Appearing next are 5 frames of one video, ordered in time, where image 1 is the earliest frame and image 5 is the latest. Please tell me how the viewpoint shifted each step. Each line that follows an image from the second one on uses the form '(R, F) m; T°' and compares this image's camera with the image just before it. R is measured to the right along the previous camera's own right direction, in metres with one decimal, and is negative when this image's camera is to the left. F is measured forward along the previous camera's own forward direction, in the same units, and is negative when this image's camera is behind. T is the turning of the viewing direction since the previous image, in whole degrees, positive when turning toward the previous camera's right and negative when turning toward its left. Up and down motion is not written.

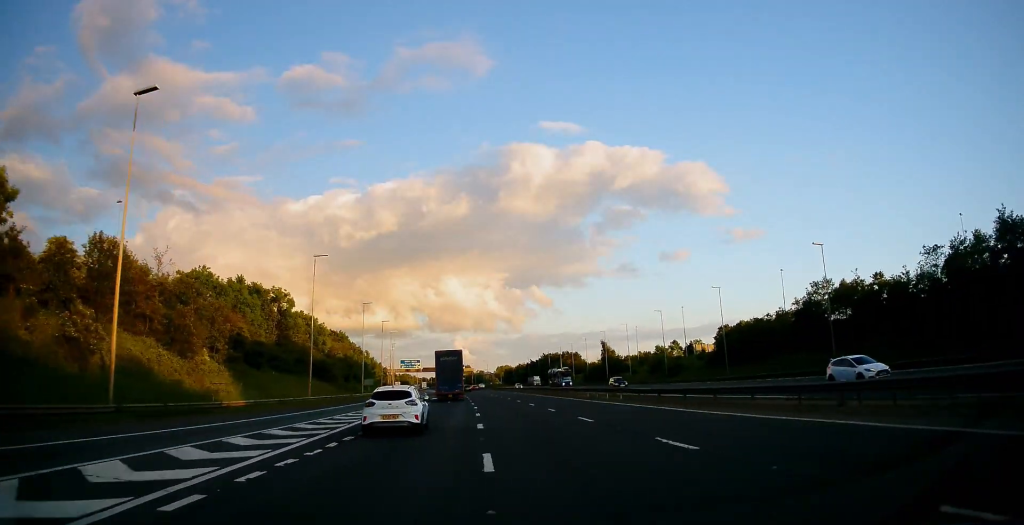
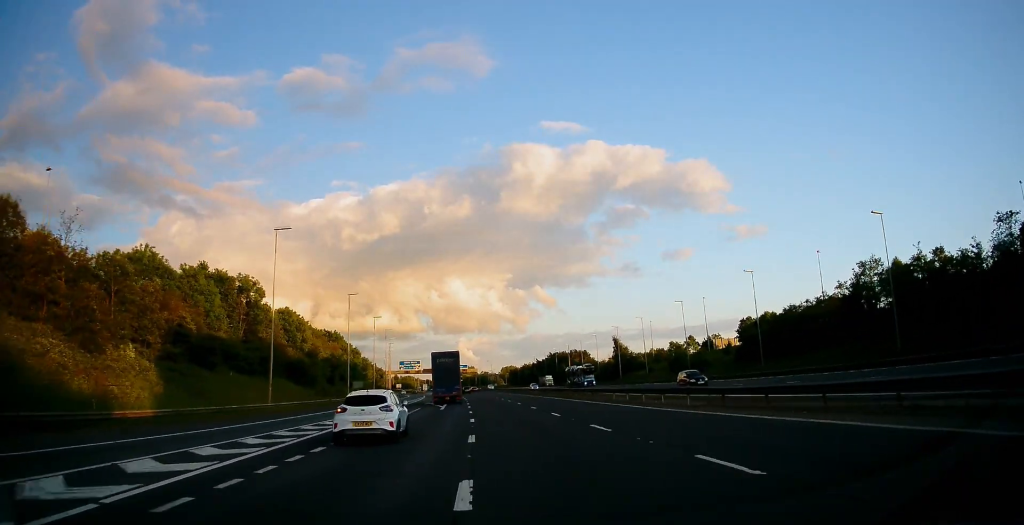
(-0.1, +12.4) m; 0°
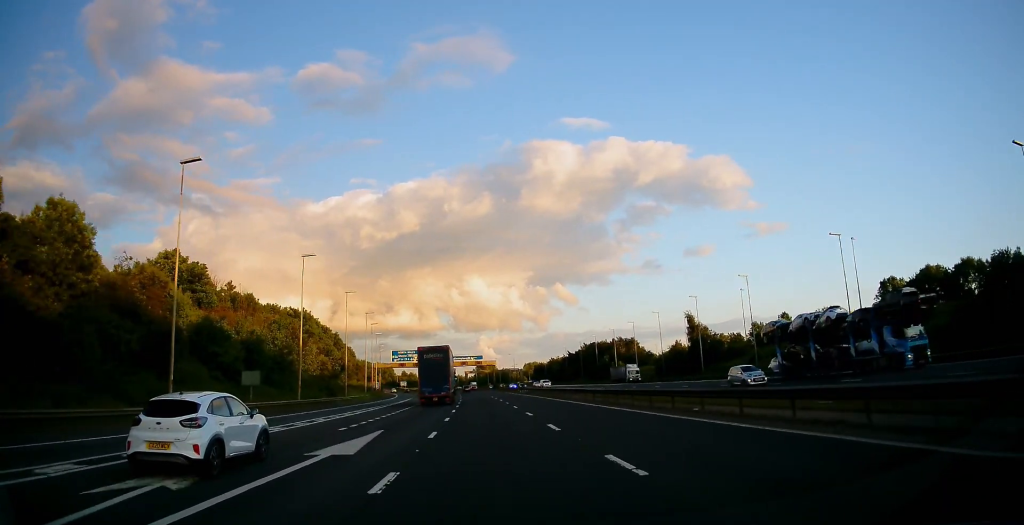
(-0.4, +52.3) m; -2°
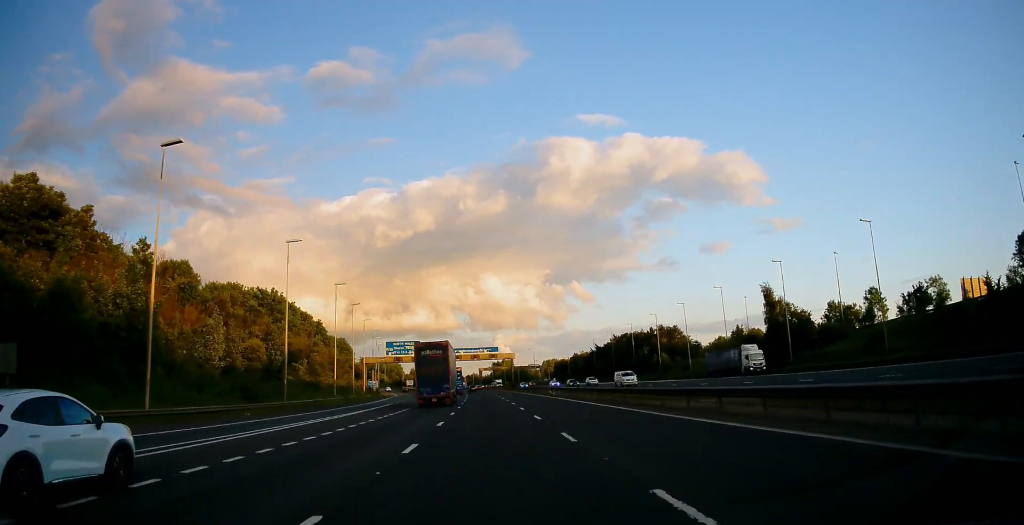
(-0.6, +29.8) m; -2°
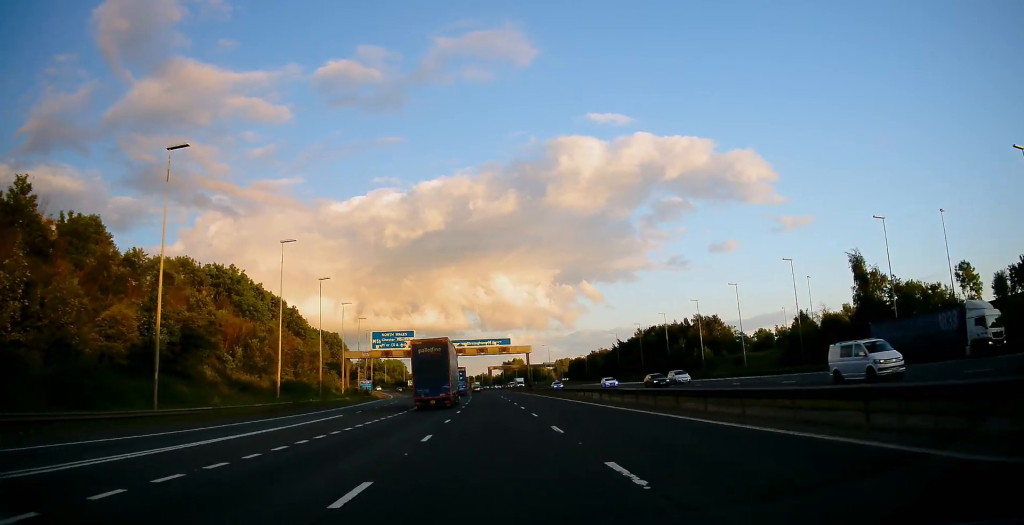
(-0.2, +23.6) m; -1°
